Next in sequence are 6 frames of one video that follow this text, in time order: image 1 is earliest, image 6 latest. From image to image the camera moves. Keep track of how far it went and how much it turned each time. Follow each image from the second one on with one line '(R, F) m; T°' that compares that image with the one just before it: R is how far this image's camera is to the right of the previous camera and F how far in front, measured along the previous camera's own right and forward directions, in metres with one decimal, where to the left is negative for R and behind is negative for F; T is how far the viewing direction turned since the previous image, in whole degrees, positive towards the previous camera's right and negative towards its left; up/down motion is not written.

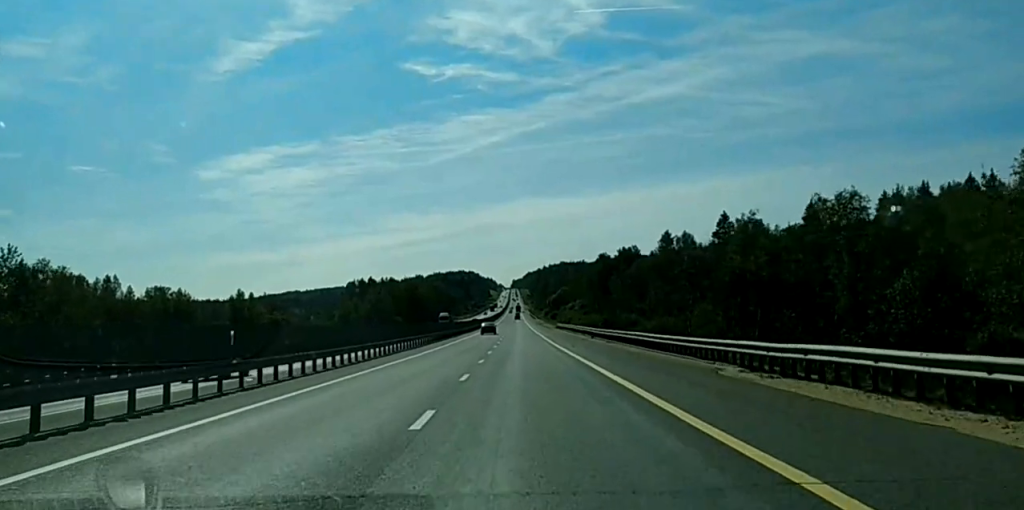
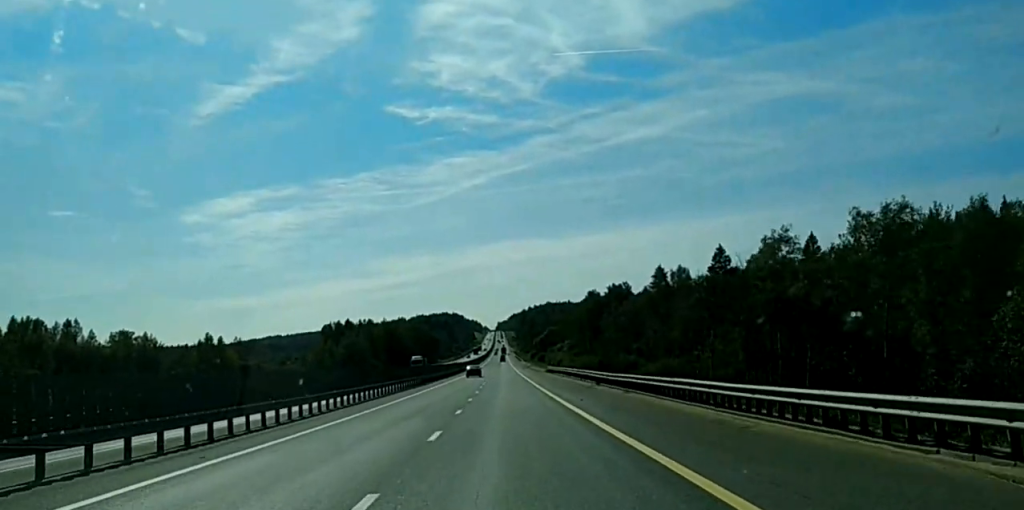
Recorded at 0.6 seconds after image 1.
(0.0, +16.1) m; 0°
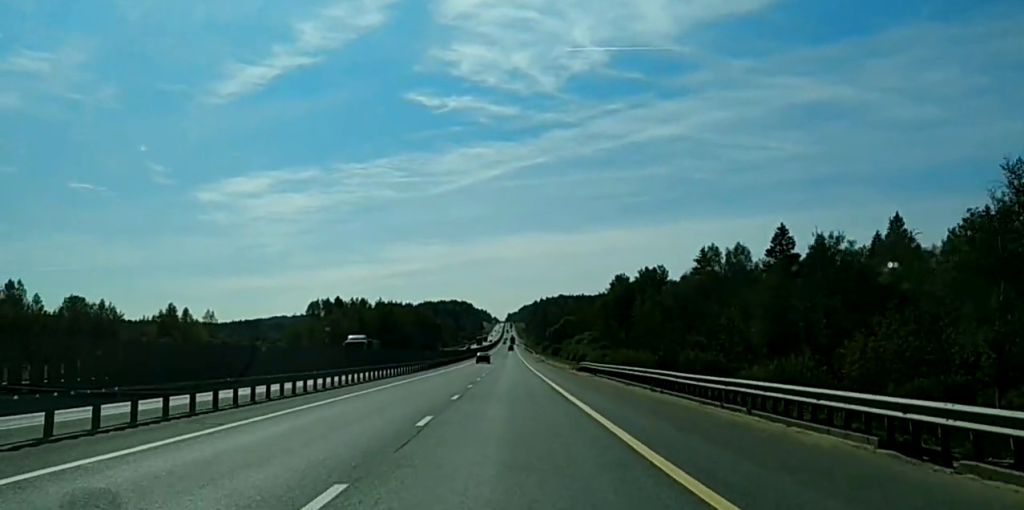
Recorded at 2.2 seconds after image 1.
(+0.3, +46.8) m; 0°
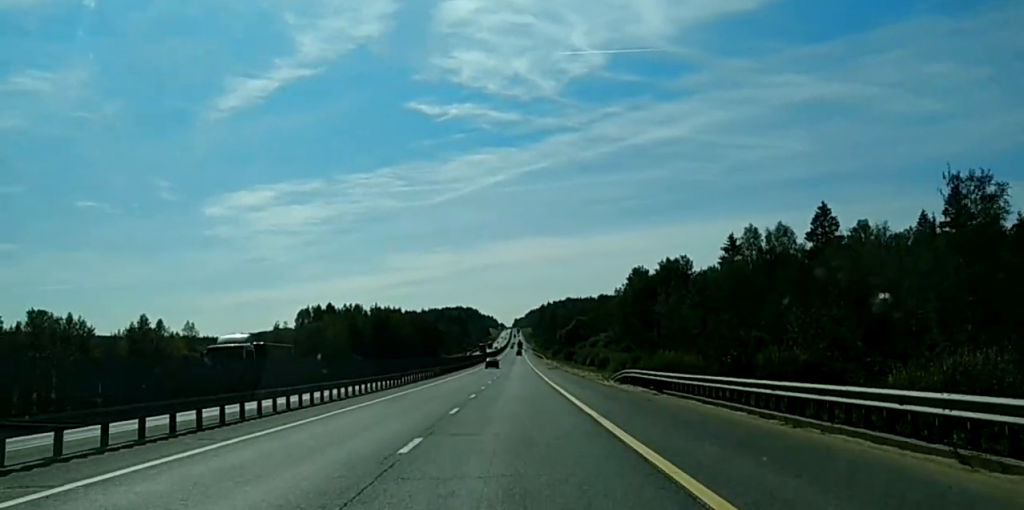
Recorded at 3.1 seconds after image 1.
(-0.1, +26.2) m; -1°
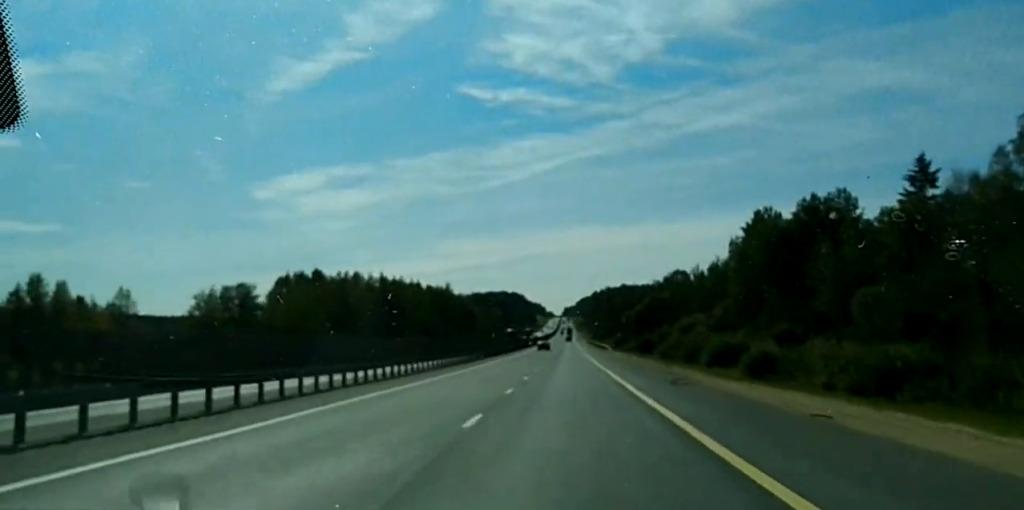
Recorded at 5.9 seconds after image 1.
(-0.4, +79.0) m; 0°
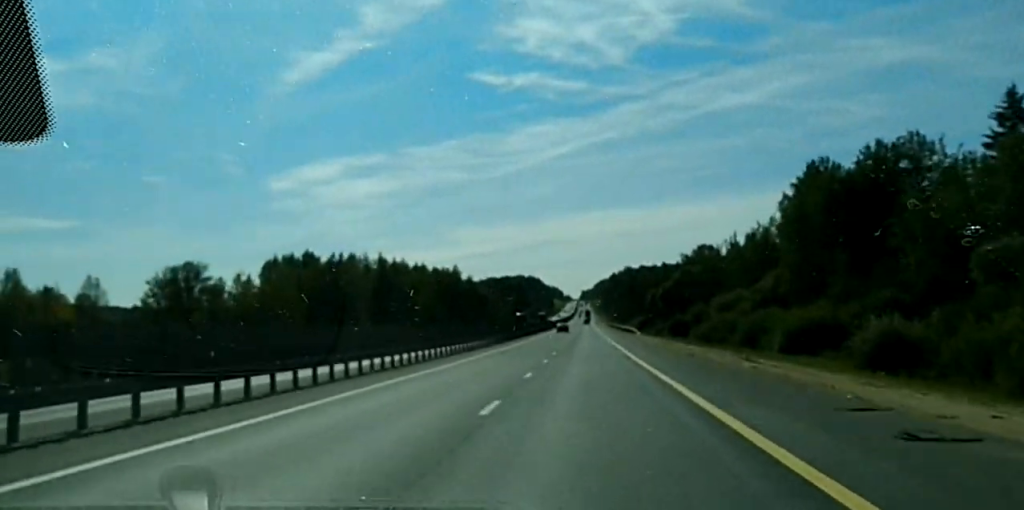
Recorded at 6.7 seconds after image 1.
(-0.1, +24.2) m; 0°
